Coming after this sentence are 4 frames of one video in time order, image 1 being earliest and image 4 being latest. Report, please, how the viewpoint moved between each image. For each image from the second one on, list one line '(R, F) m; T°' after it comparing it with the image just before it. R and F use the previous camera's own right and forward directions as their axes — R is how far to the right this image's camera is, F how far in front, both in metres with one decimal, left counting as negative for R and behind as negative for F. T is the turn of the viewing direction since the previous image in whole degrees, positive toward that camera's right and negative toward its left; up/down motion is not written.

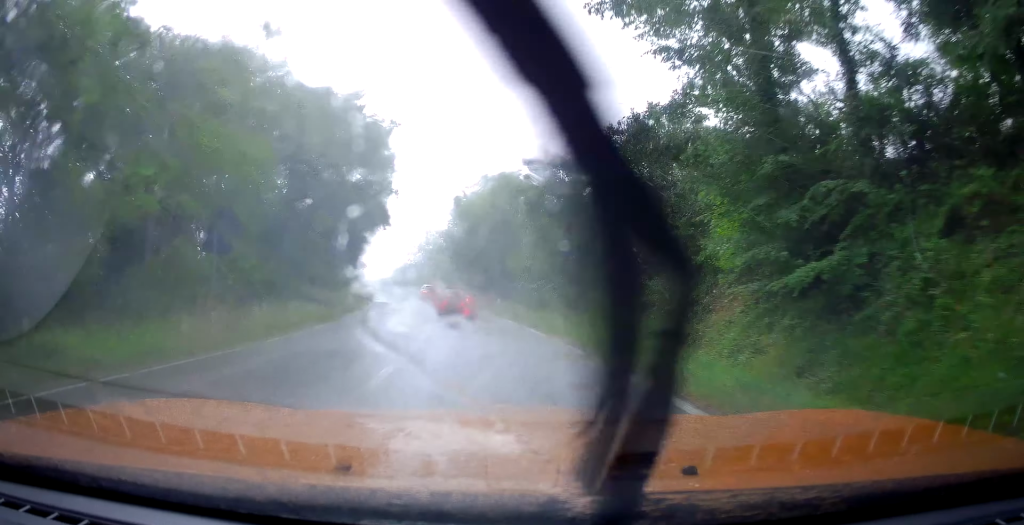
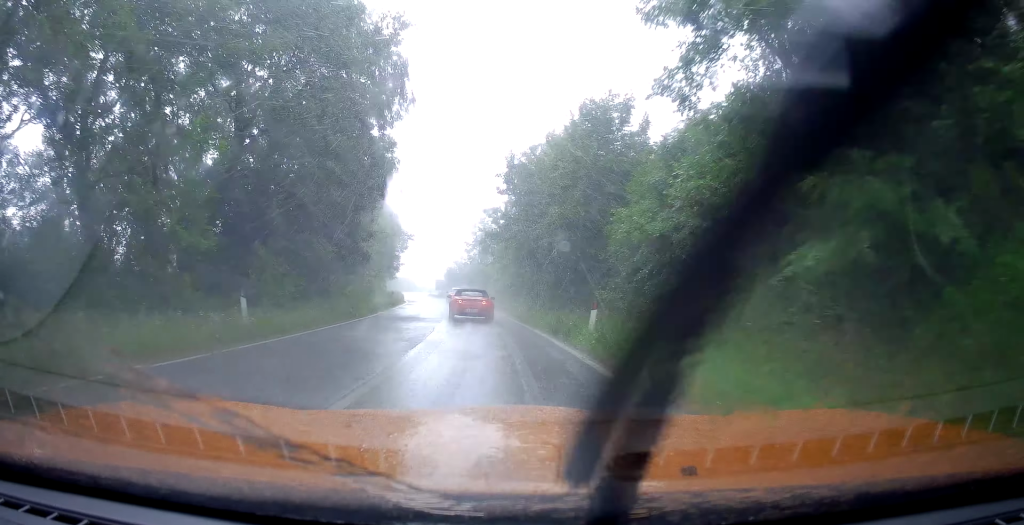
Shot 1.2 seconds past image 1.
(-1.2, +16.0) m; -2°
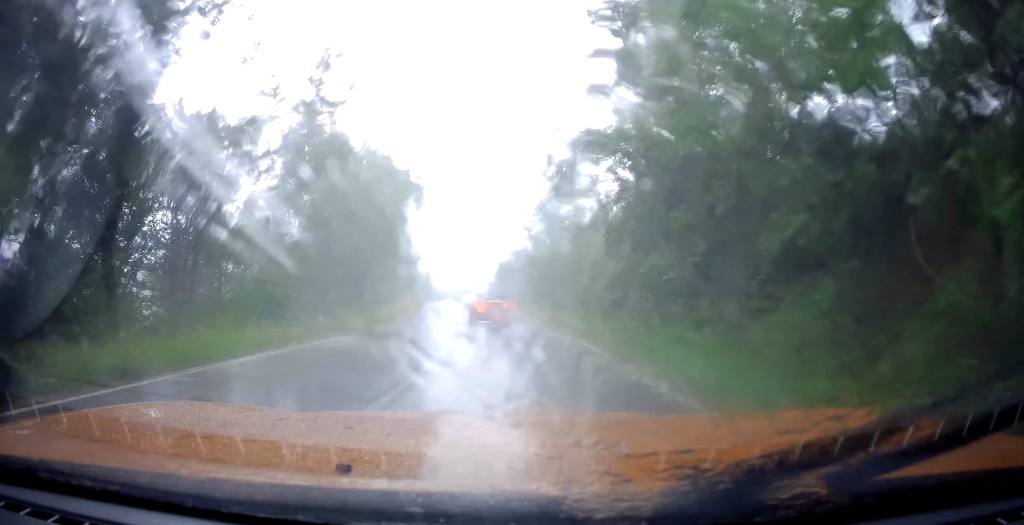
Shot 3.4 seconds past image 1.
(+0.6, +30.0) m; -3°
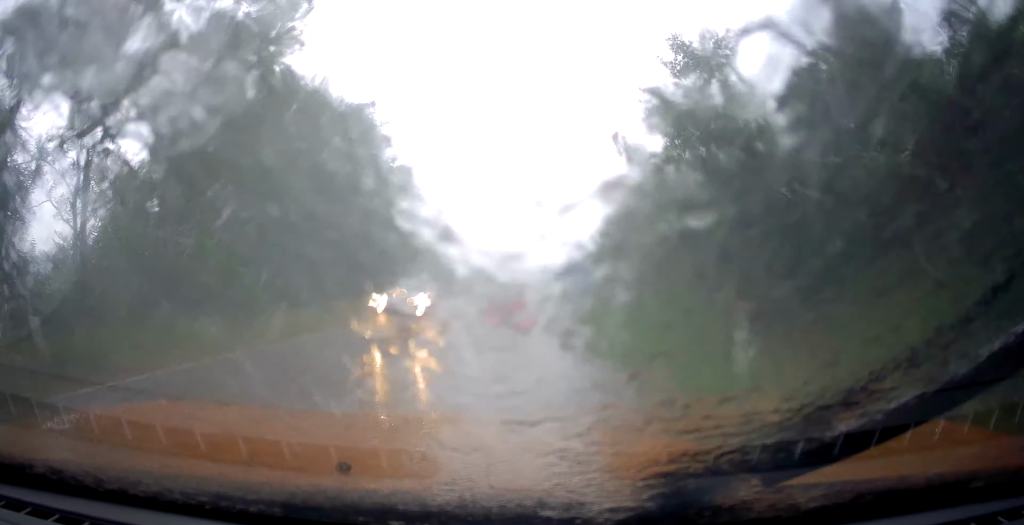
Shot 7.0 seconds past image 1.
(-6.3, +44.1) m; -8°
